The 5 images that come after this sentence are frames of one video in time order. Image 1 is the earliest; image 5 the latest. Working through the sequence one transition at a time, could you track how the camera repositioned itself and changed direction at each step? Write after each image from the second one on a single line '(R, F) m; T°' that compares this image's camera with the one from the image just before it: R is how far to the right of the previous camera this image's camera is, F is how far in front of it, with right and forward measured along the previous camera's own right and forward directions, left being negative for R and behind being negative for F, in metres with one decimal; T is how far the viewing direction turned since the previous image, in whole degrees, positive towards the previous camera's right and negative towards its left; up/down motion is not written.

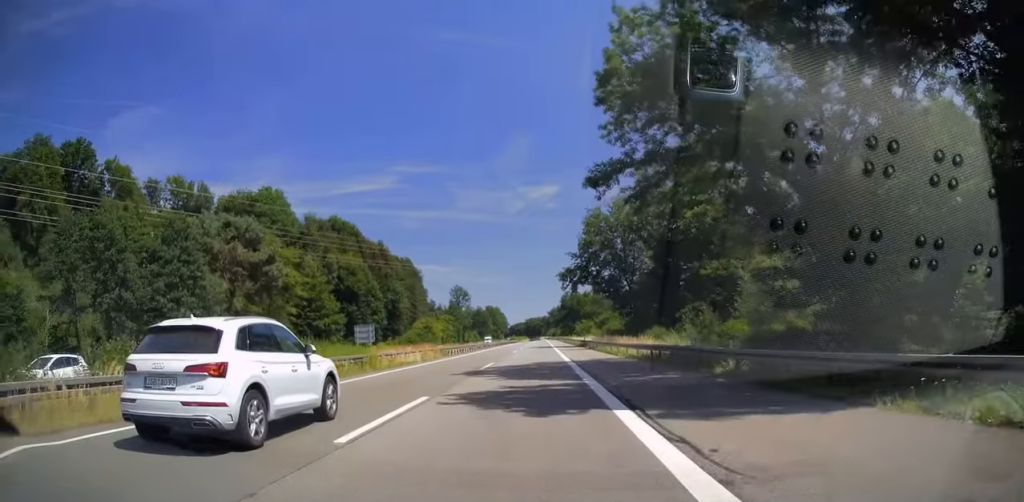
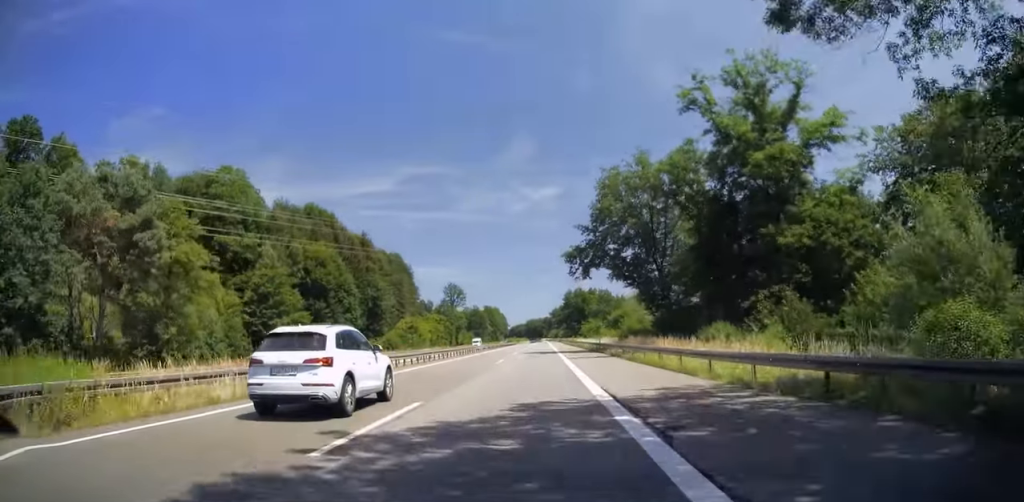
(+0.3, +19.1) m; 0°
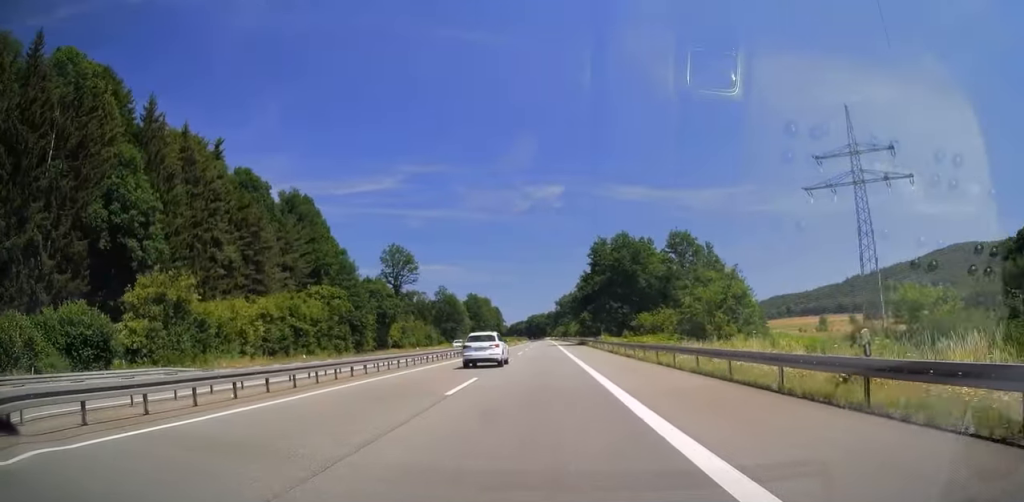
(-1.1, +93.3) m; 0°
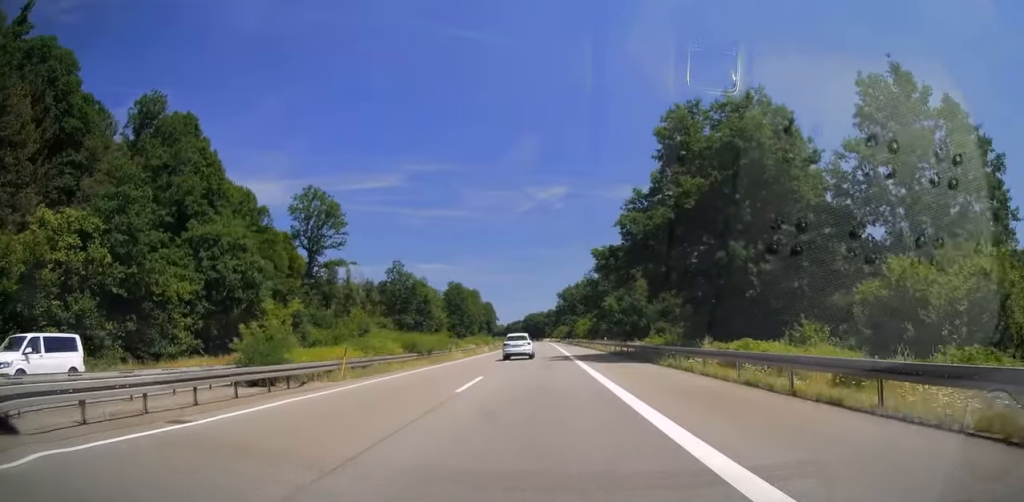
(+0.3, +52.1) m; 0°
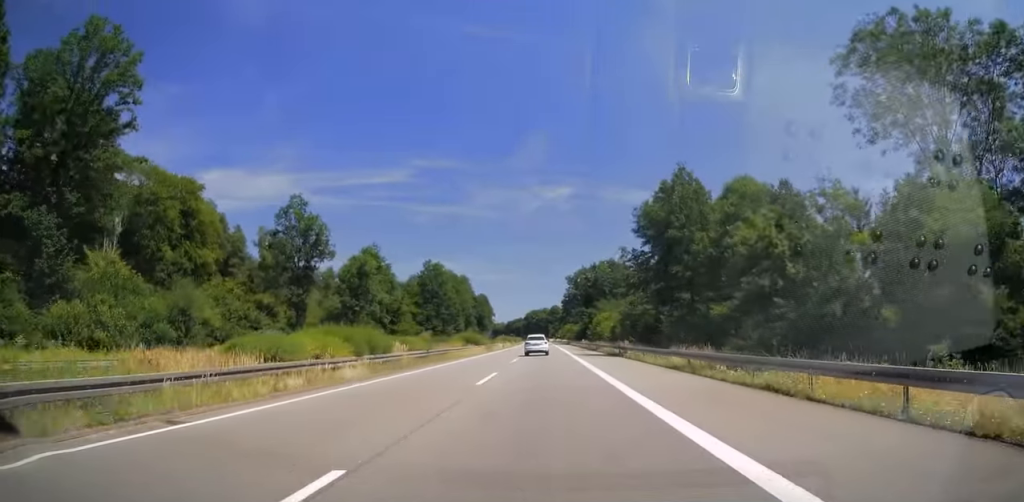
(-0.4, +52.1) m; 0°
